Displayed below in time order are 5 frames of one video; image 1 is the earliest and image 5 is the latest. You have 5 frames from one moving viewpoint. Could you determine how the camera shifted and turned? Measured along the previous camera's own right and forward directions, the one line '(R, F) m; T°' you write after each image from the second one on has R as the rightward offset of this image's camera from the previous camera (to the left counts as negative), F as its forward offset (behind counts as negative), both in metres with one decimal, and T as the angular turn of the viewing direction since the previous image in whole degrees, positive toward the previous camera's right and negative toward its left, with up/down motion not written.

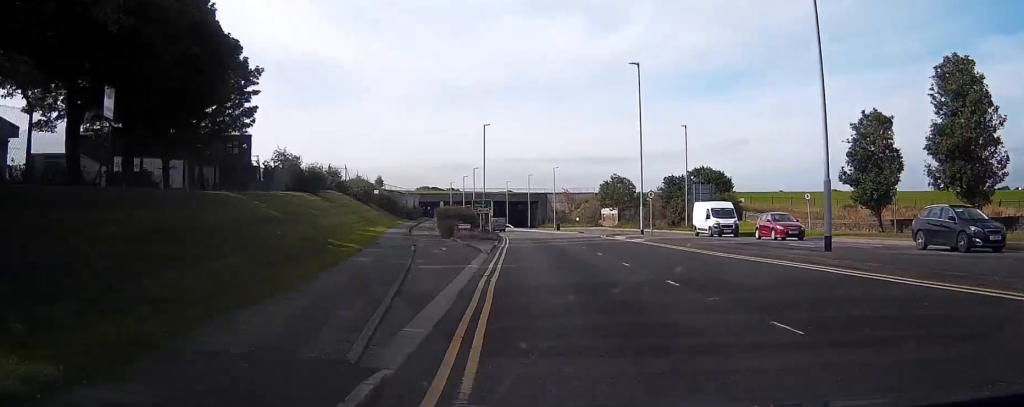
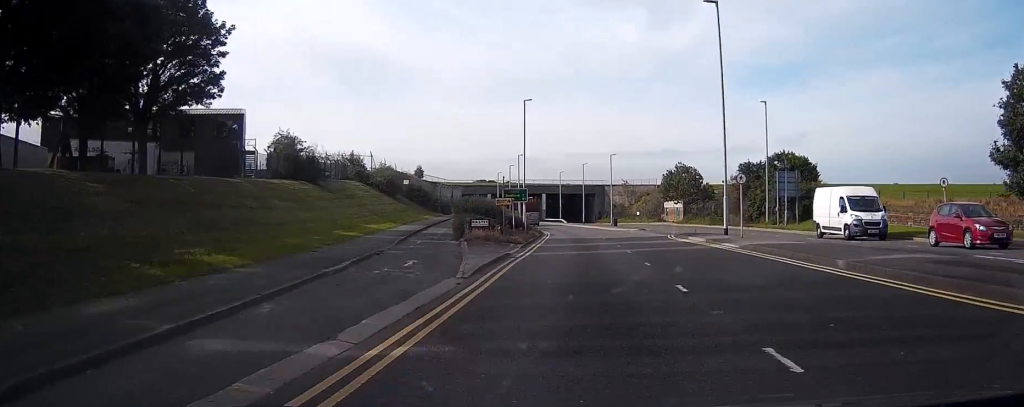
(-0.4, +12.7) m; -3°
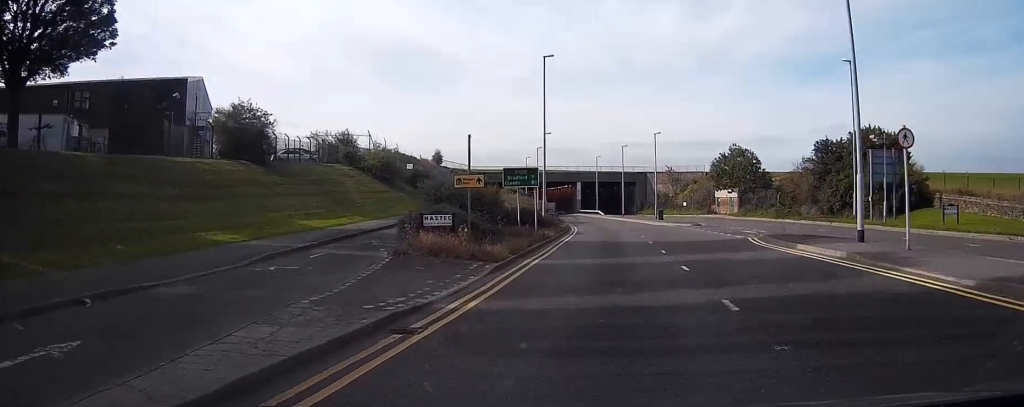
(-0.5, +13.9) m; -3°
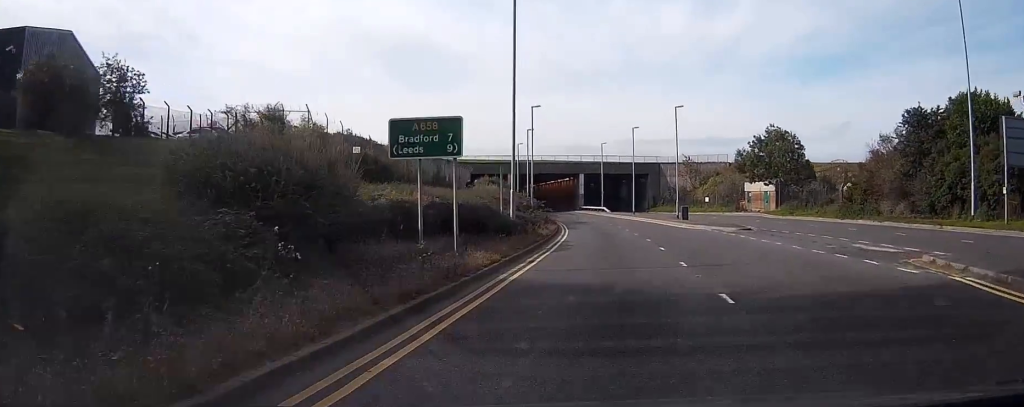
(-0.5, +16.8) m; -2°
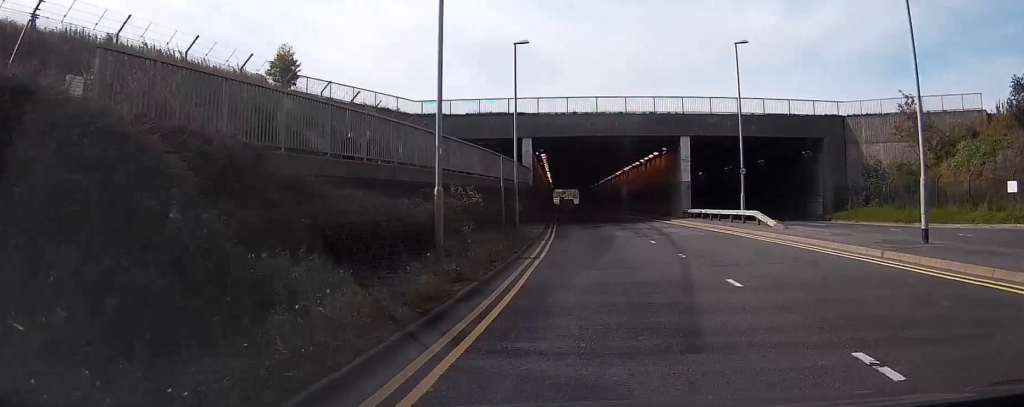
(-3.4, +57.3) m; -8°
